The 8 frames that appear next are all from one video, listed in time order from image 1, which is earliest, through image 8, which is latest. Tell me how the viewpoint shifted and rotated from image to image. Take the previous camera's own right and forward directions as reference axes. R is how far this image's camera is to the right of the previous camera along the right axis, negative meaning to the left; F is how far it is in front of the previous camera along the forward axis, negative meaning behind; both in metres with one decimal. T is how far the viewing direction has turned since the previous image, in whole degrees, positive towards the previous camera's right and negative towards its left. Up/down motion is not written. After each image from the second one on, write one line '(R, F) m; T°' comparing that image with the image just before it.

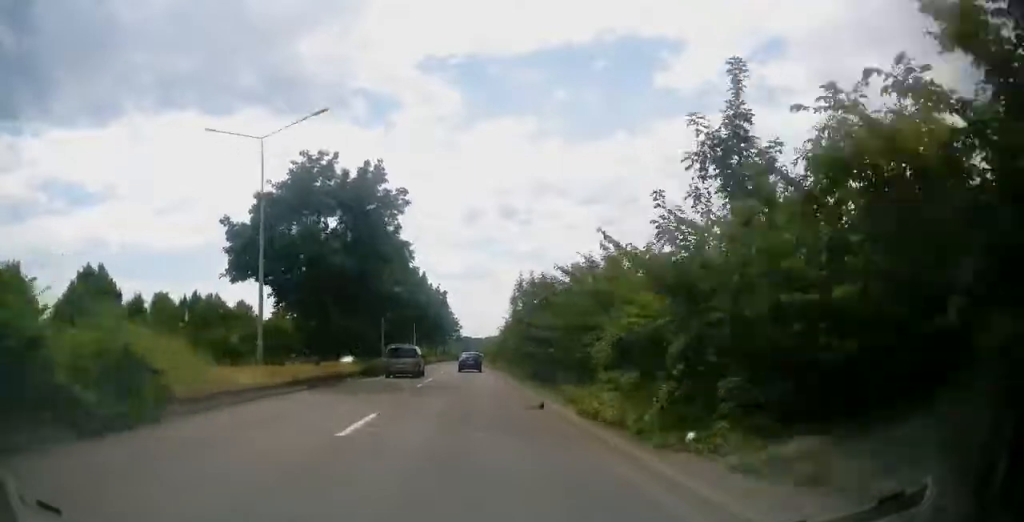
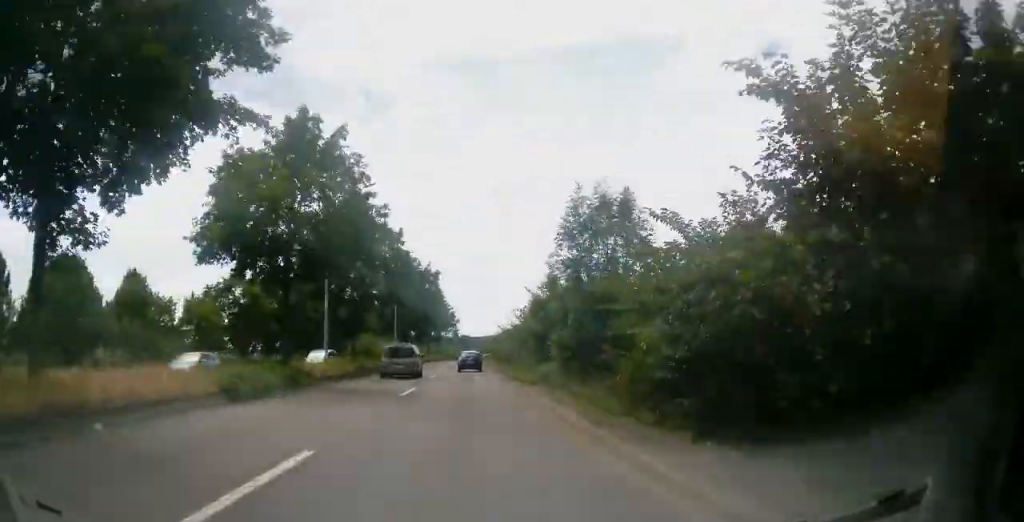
(+0.5, +17.1) m; +2°
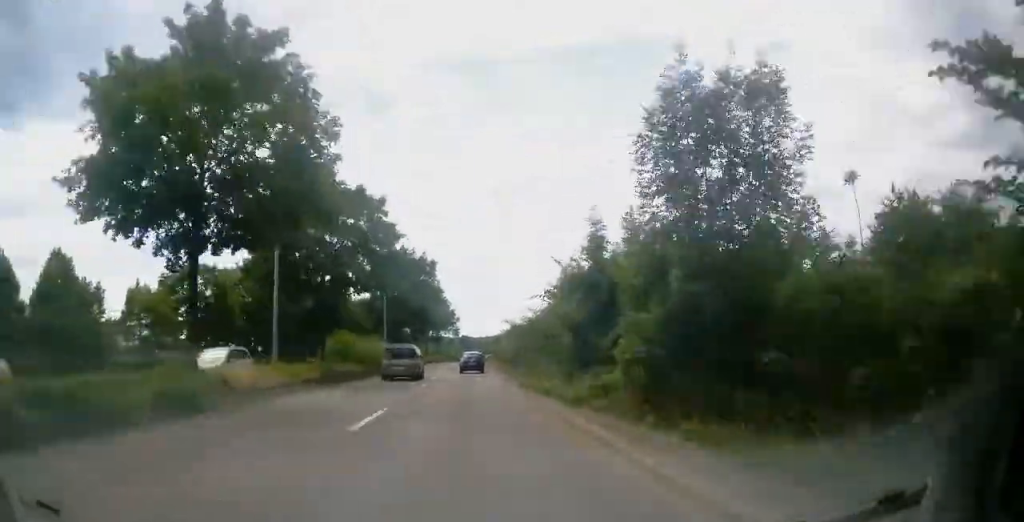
(0.0, +7.4) m; 0°
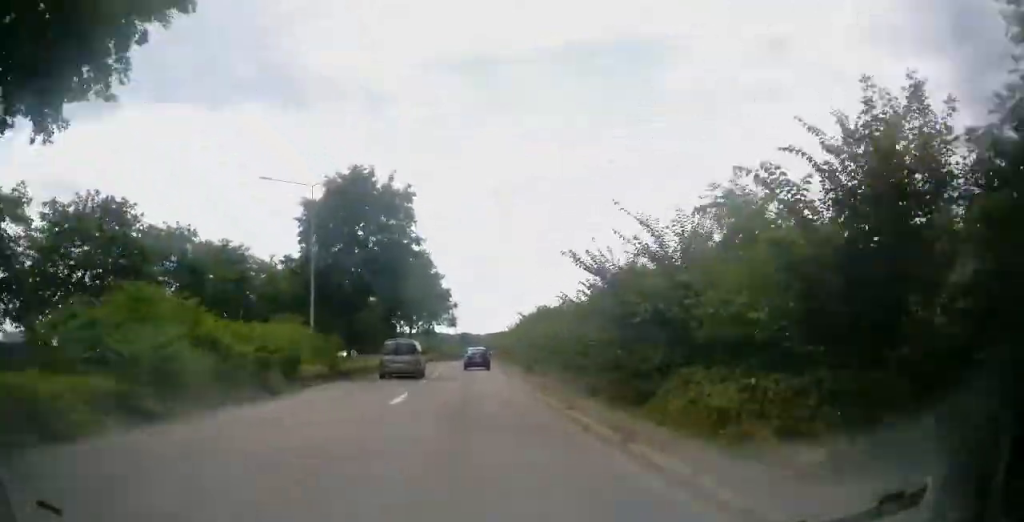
(-0.2, +21.5) m; -1°
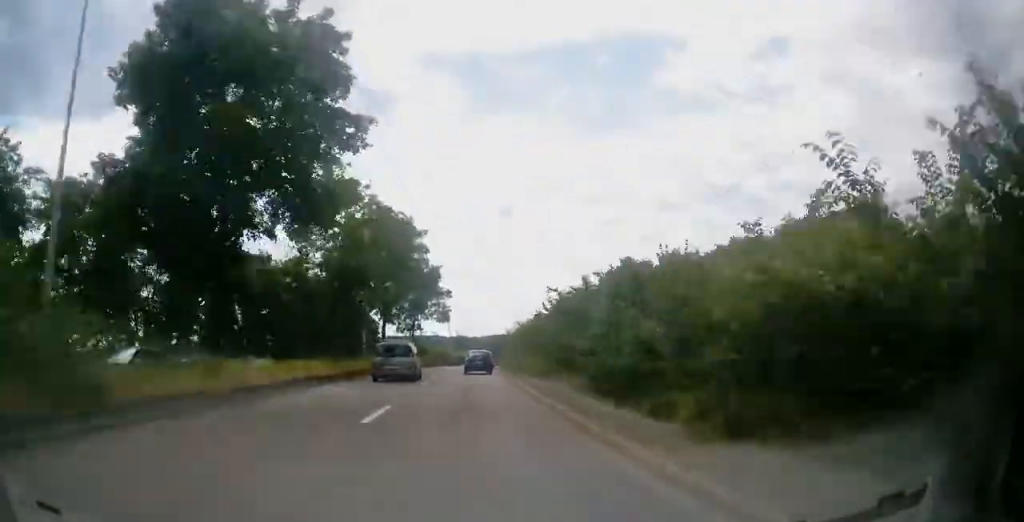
(-0.2, +18.0) m; 0°
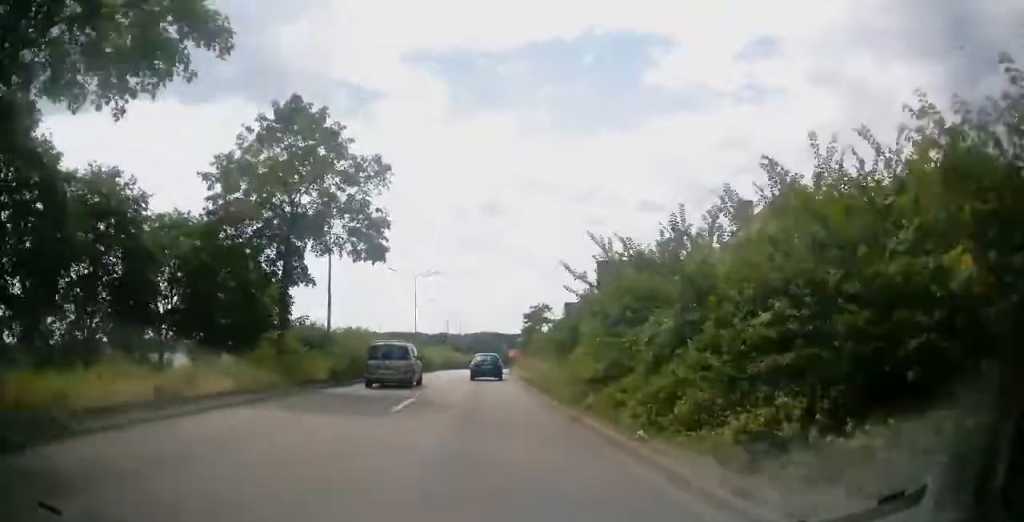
(+0.5, +39.7) m; +3°
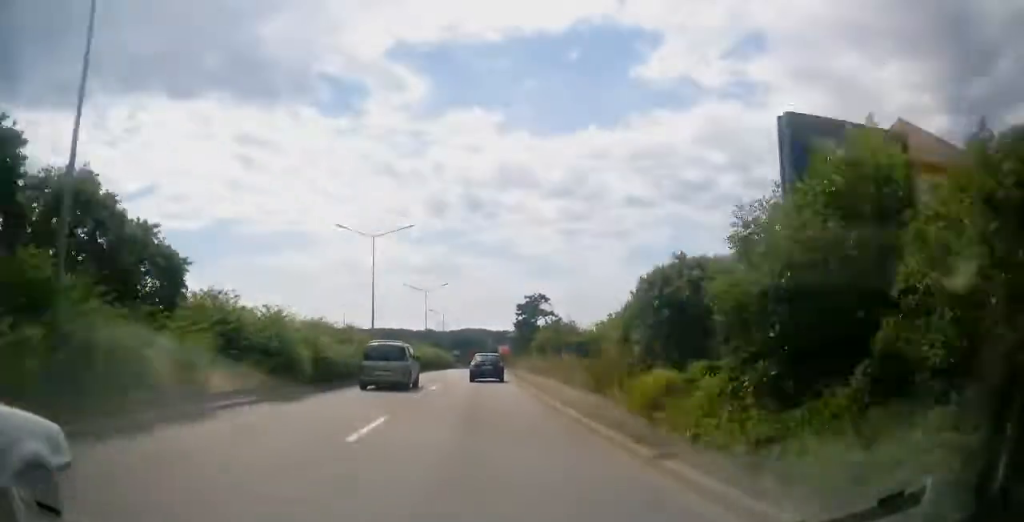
(+0.3, +18.1) m; +2°
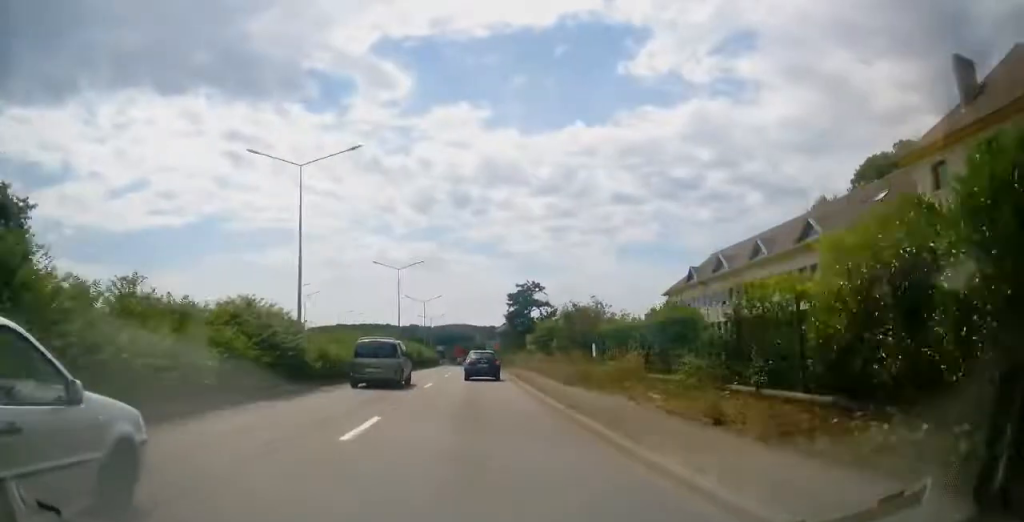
(+0.1, +14.7) m; 0°
